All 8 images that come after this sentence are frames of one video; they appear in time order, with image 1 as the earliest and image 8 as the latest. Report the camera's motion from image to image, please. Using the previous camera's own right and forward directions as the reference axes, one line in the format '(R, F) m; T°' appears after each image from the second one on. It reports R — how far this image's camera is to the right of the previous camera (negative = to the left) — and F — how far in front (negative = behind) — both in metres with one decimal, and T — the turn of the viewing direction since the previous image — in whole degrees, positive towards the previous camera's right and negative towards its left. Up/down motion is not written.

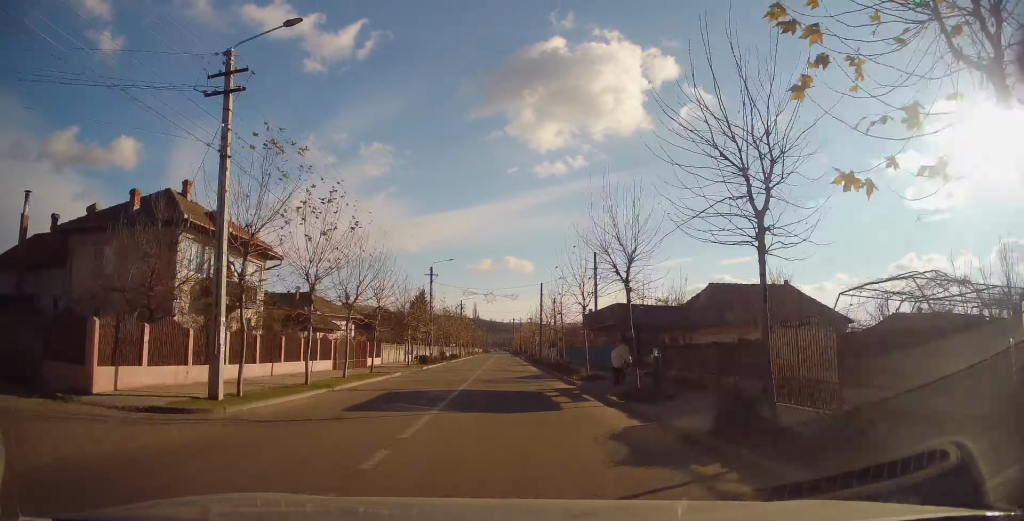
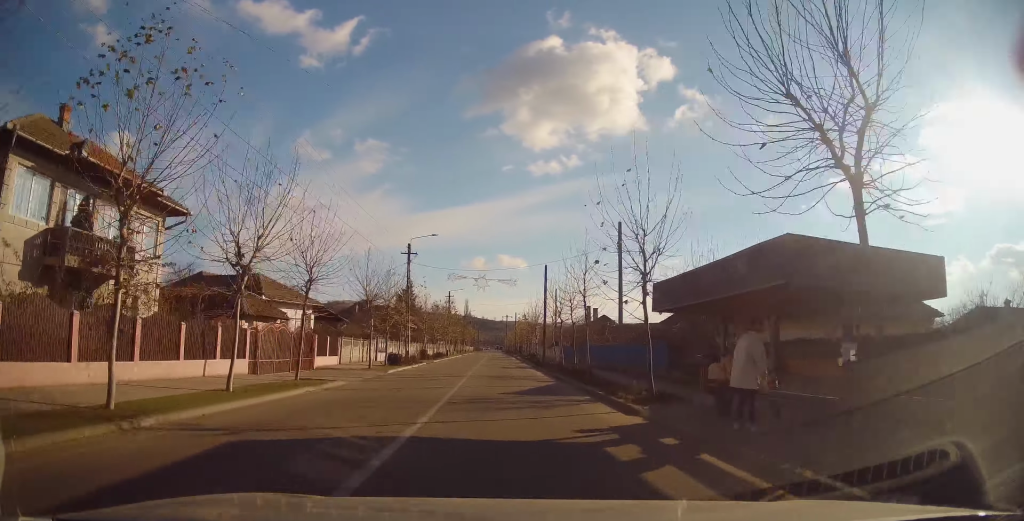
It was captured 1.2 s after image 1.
(+0.7, +9.2) m; +3°
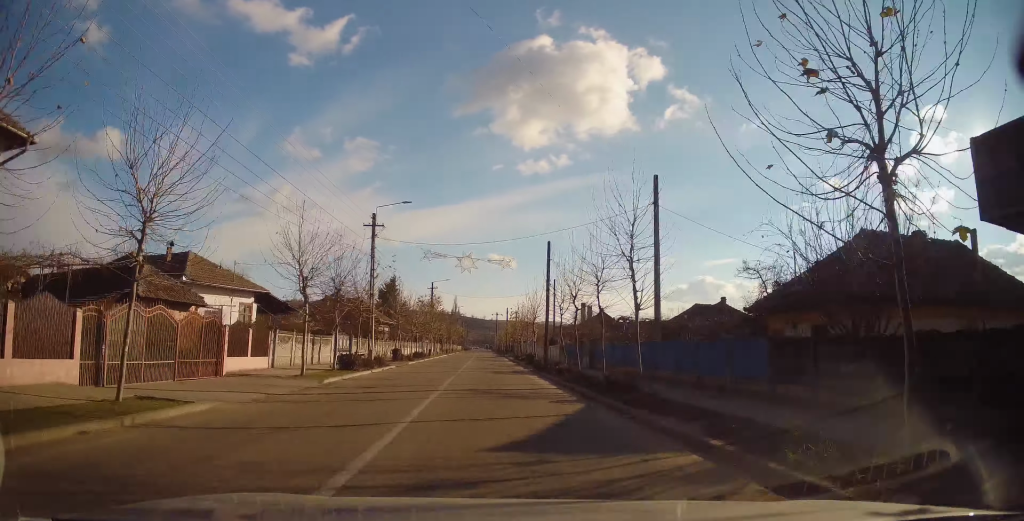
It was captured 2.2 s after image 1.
(-0.1, +7.9) m; -2°
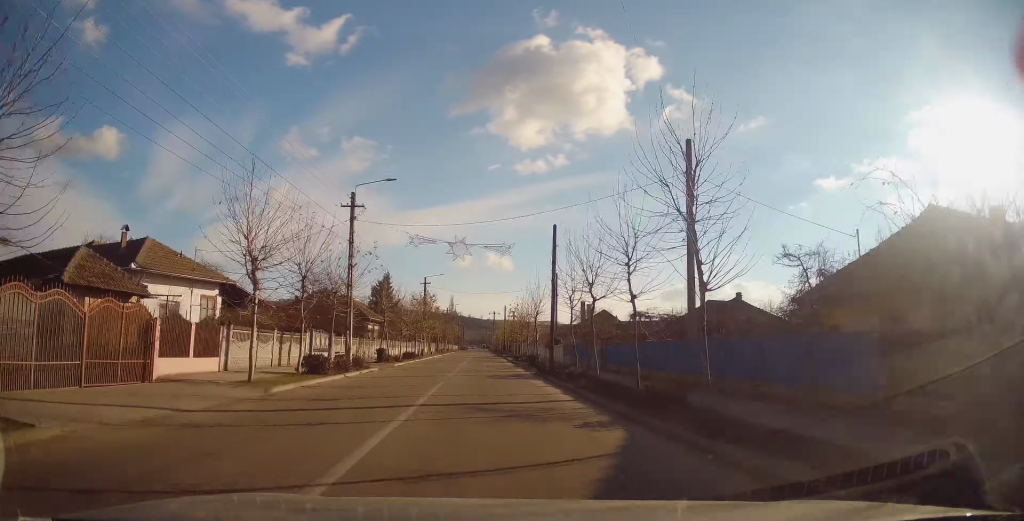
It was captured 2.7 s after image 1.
(-0.2, +4.0) m; 0°
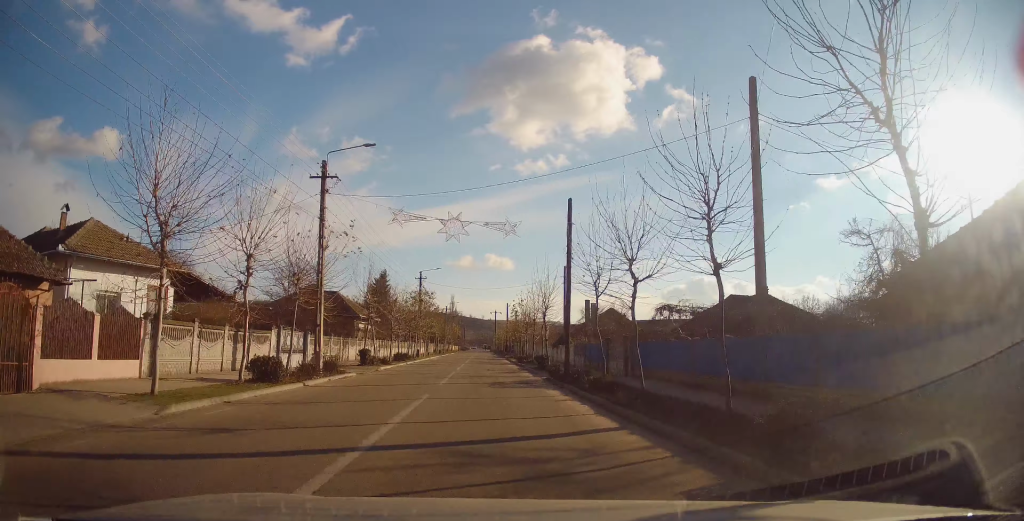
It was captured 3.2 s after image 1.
(+0.1, +4.6) m; +1°
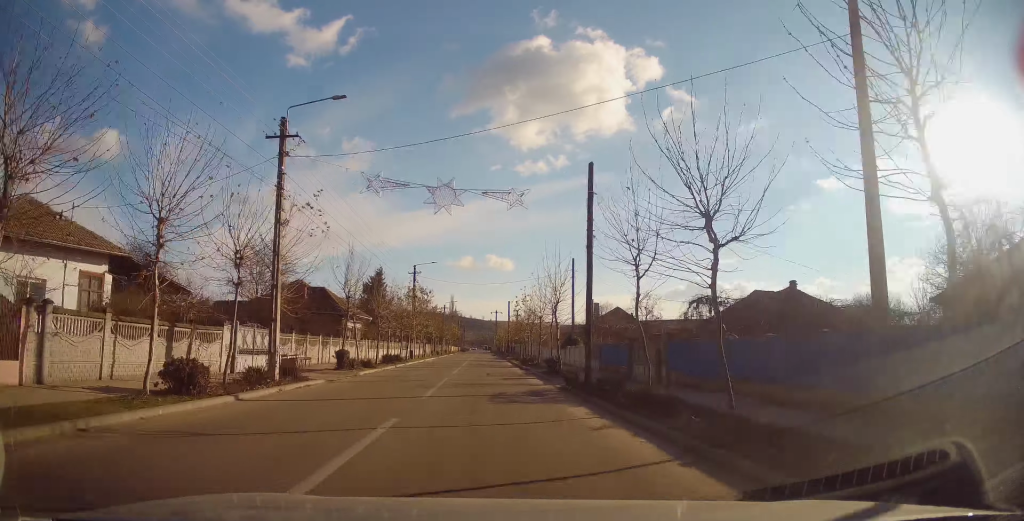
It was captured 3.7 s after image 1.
(+0.1, +4.4) m; +1°
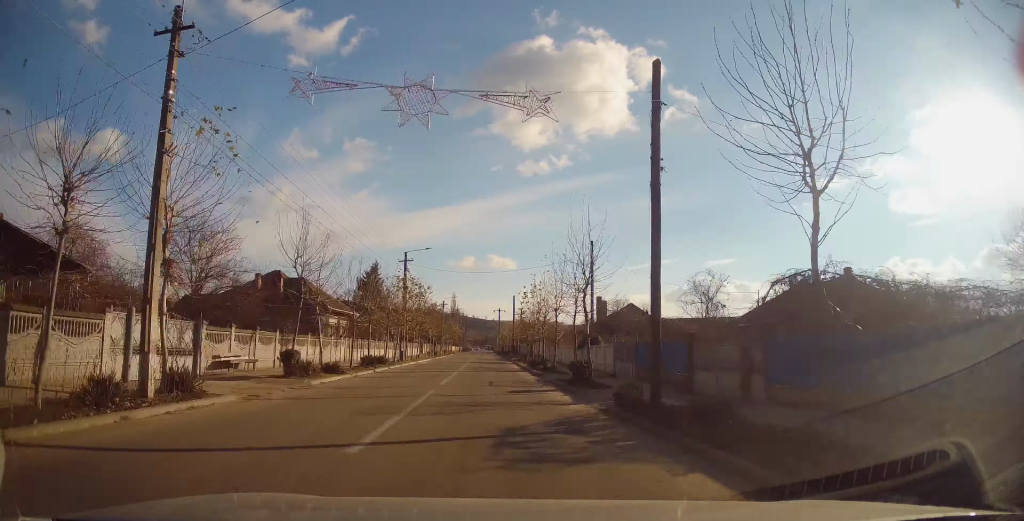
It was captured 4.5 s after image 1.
(0.0, +6.9) m; 0°
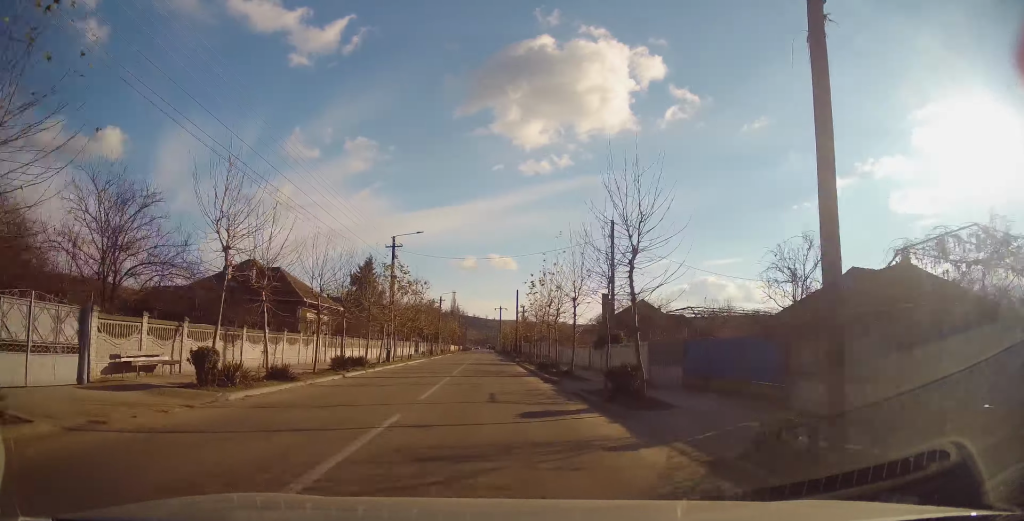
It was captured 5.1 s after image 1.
(0.0, +5.5) m; 0°
